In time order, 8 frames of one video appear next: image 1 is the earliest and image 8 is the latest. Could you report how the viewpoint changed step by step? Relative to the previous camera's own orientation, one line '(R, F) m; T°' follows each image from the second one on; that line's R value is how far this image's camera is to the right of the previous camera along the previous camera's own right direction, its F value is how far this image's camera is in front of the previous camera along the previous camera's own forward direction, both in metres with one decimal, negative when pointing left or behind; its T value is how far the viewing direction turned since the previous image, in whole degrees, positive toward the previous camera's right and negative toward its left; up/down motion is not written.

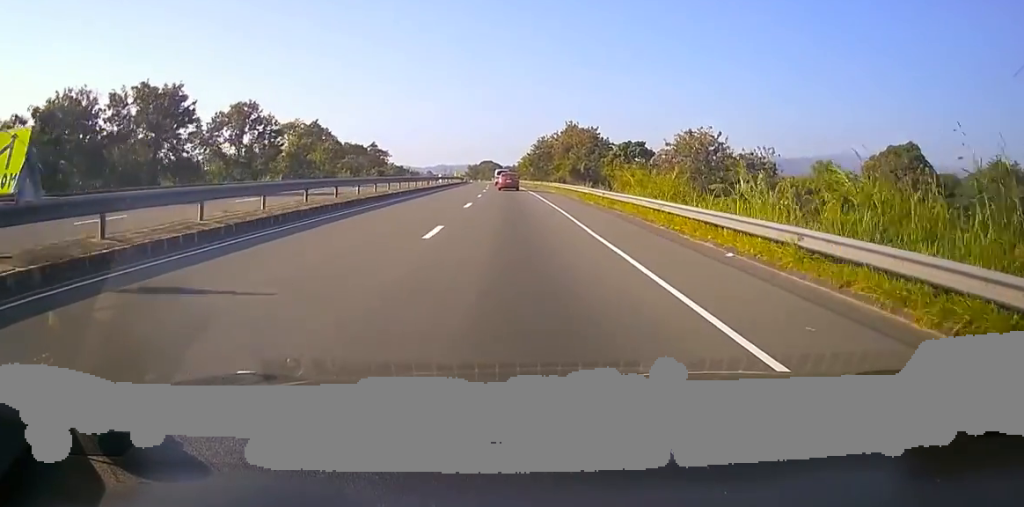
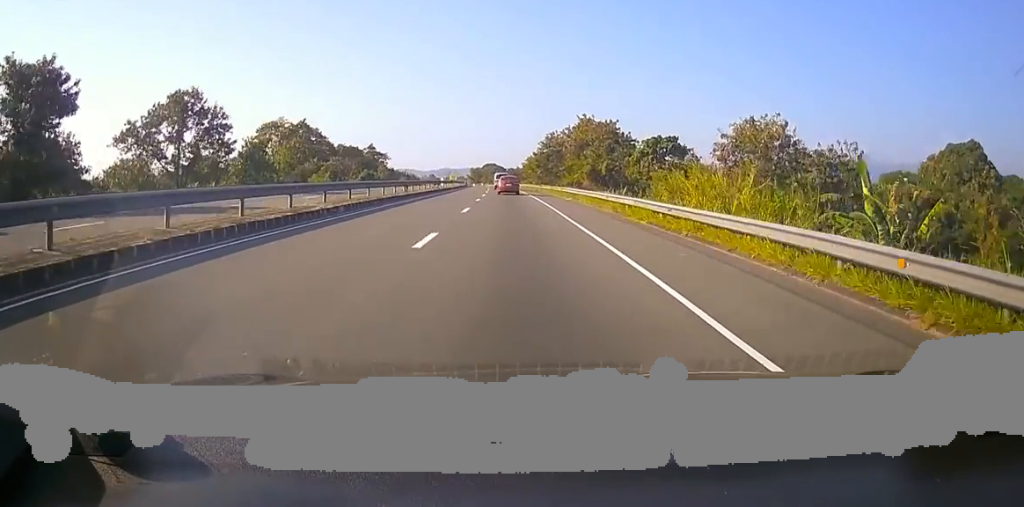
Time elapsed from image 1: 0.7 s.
(-0.3, +14.2) m; -1°
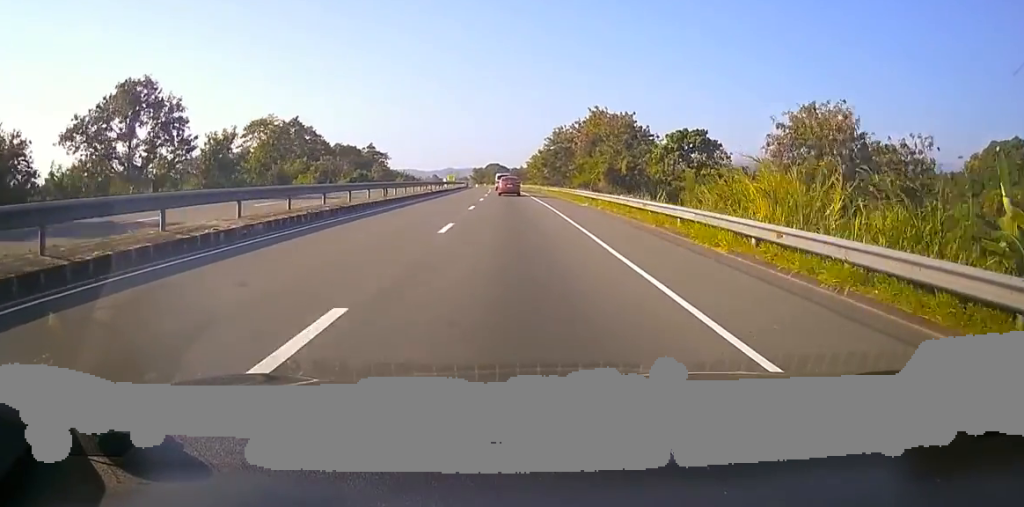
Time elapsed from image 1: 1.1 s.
(+0.1, +8.4) m; 0°
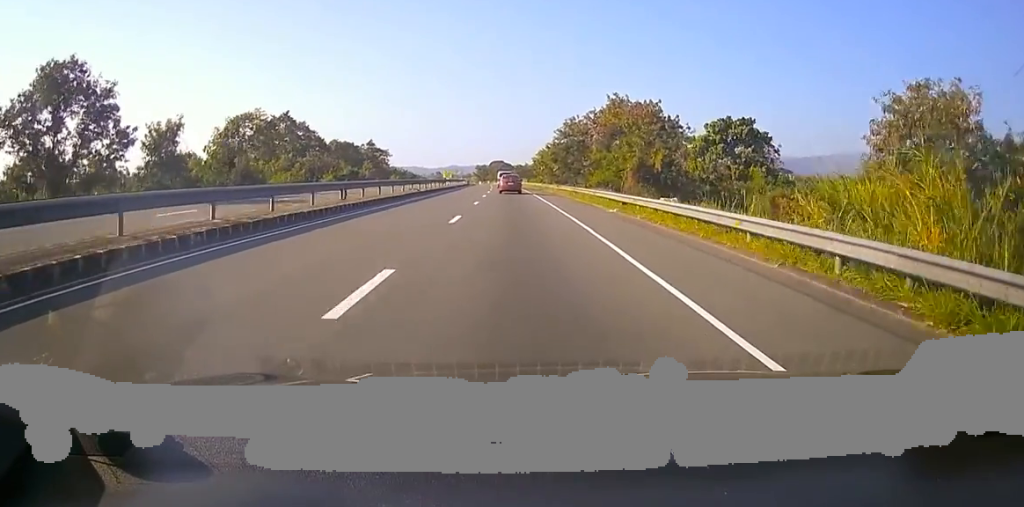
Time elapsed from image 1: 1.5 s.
(0.0, +9.8) m; 0°
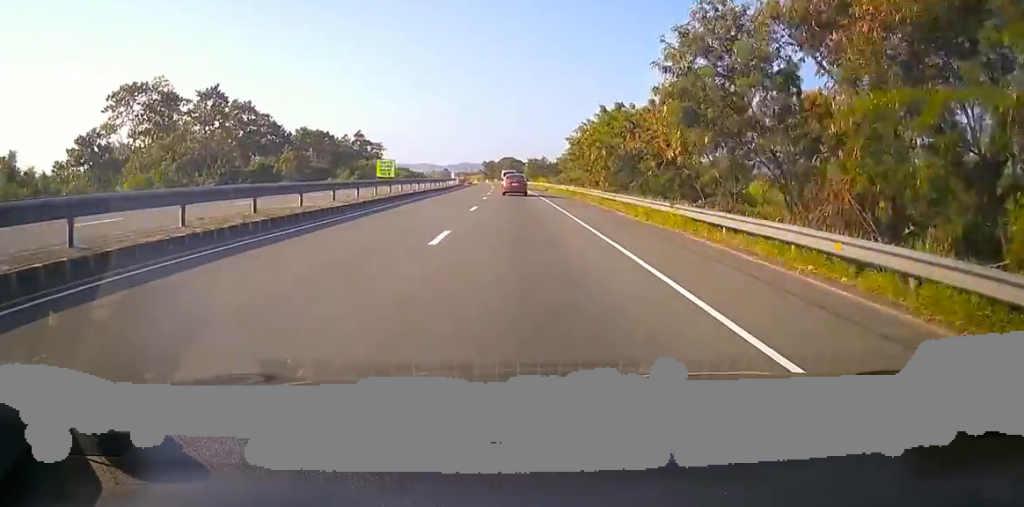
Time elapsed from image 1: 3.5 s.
(-2.7, +42.6) m; -2°
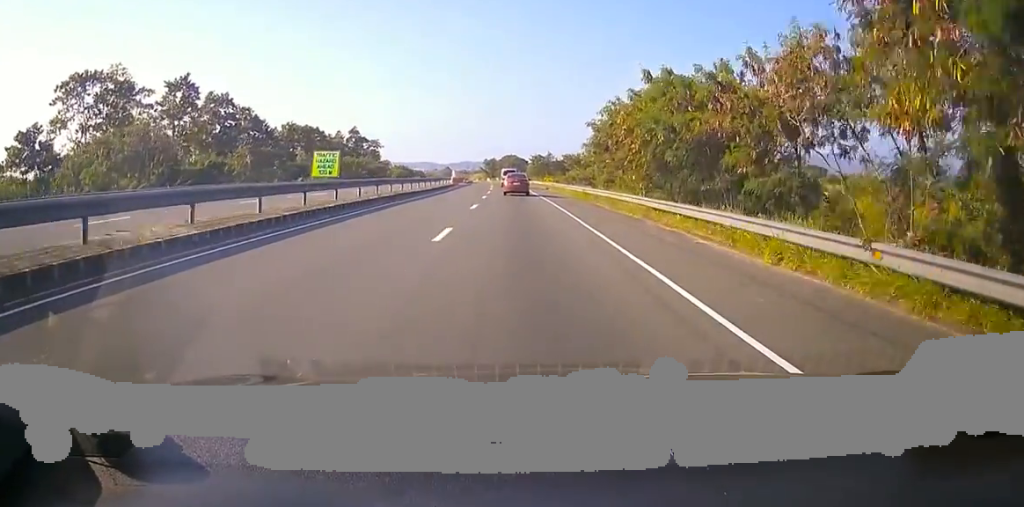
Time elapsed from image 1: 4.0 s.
(+1.0, +11.5) m; 0°
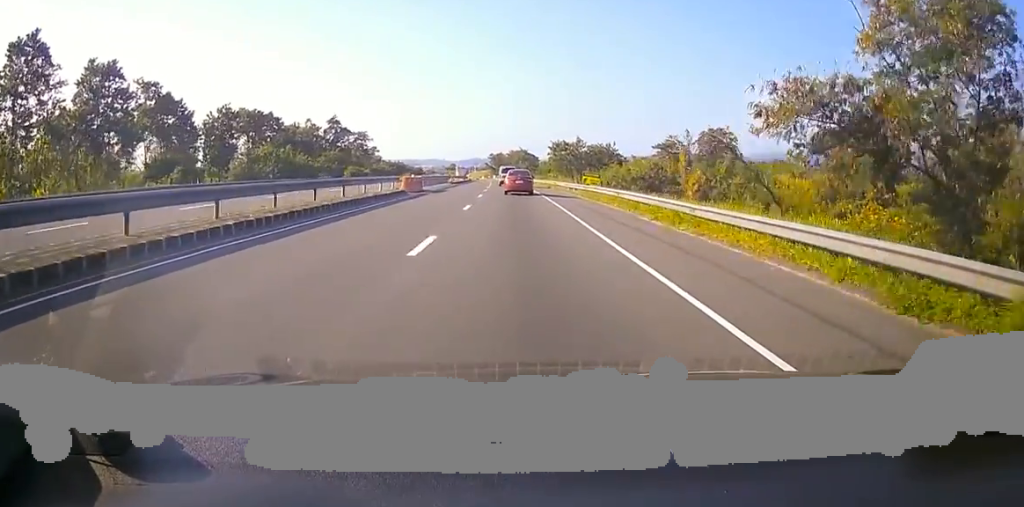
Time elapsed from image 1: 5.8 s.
(-1.3, +38.1) m; -3°
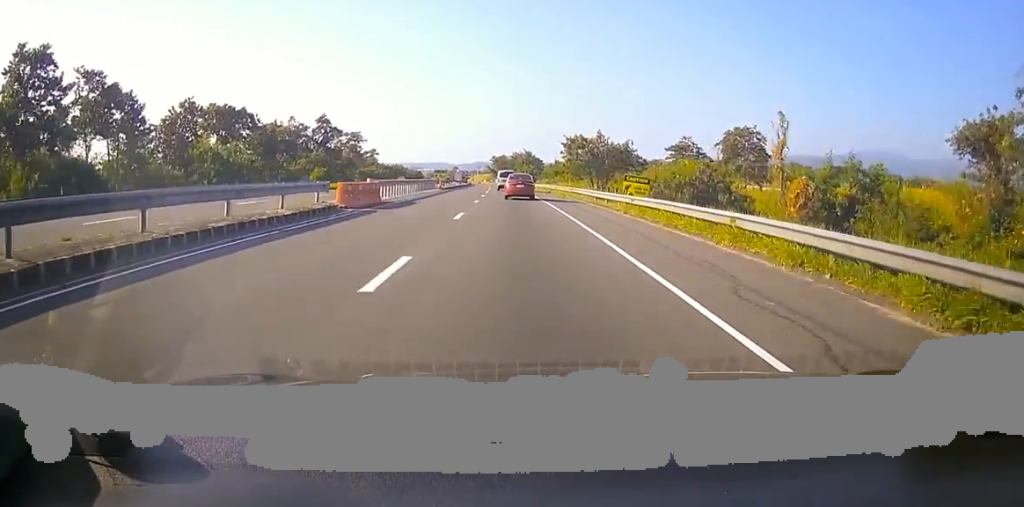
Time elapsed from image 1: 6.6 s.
(+0.2, +15.0) m; +1°
